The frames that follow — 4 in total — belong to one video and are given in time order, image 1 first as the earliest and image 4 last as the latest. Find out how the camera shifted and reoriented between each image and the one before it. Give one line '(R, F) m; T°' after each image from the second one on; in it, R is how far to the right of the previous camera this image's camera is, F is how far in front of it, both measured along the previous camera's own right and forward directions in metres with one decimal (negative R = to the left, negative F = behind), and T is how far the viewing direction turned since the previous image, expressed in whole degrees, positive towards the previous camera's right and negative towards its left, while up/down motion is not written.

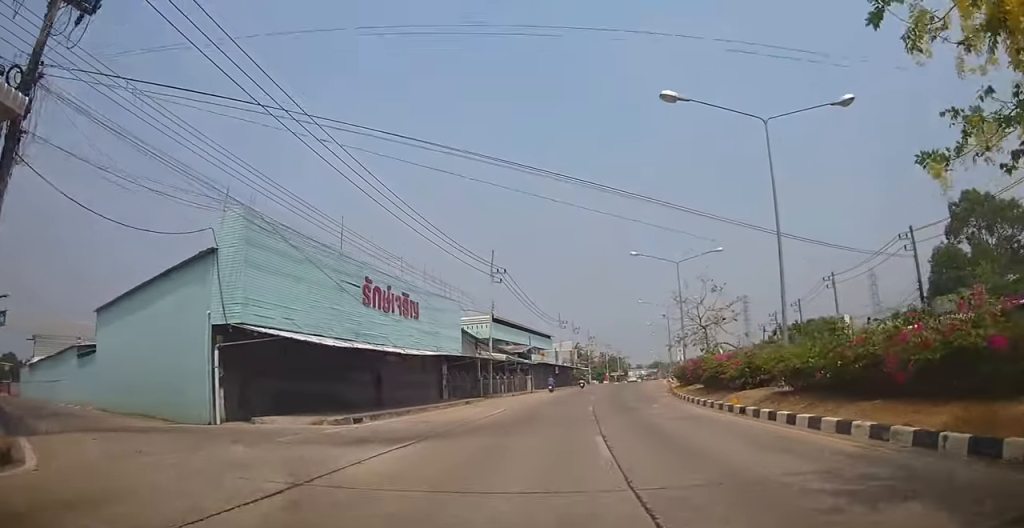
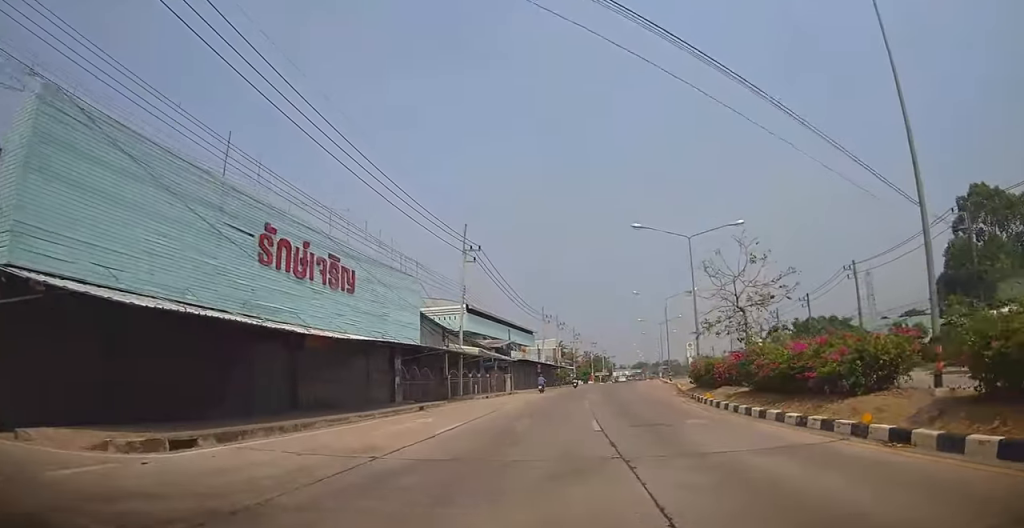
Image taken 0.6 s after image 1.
(+0.1, +8.0) m; +2°
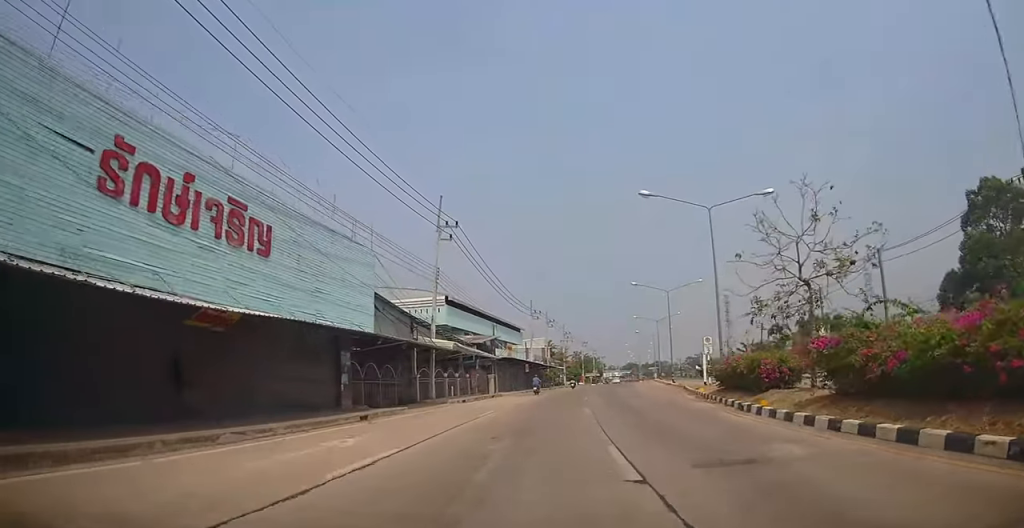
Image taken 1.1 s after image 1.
(-0.1, +6.4) m; +2°
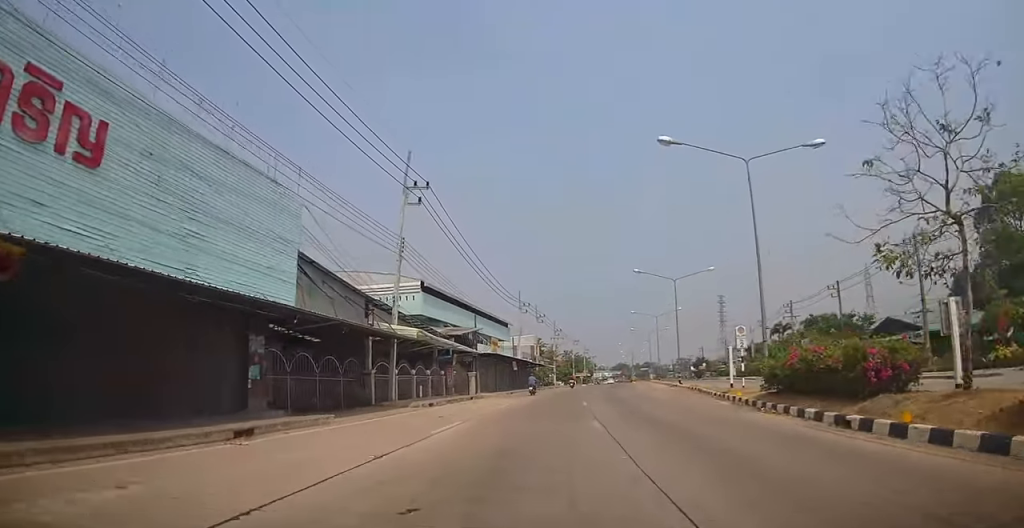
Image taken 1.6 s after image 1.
(+0.3, +6.8) m; +2°
